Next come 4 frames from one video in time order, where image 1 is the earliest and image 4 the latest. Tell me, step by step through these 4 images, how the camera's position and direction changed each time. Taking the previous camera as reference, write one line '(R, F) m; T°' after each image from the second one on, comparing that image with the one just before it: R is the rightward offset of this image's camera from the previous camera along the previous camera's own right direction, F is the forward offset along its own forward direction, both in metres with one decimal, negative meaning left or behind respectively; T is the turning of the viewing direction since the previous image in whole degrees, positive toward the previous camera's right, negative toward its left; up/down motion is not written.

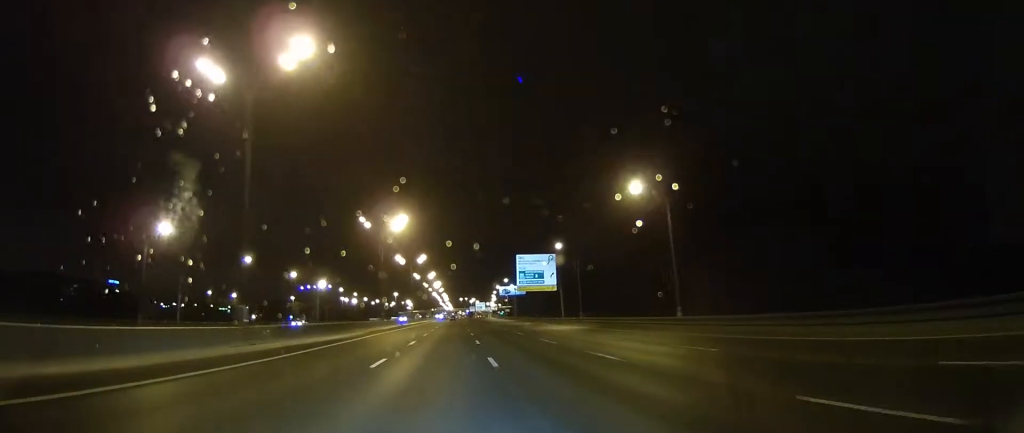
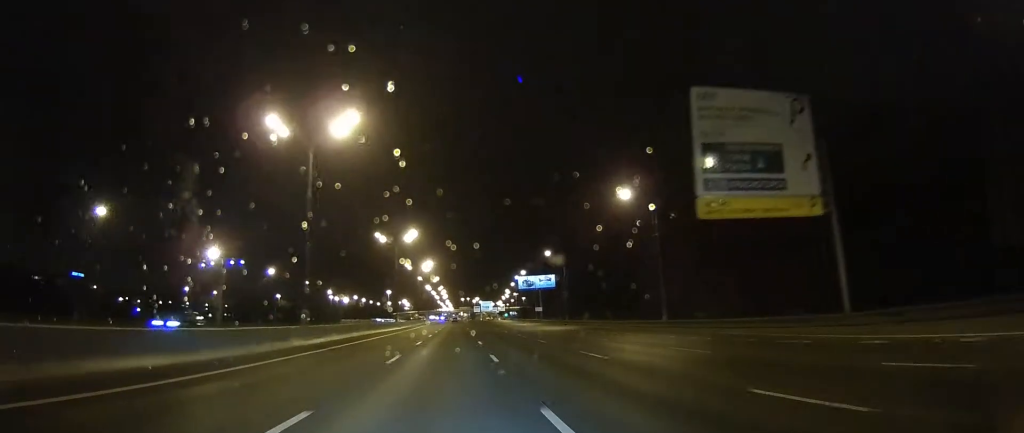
(-0.4, +70.2) m; -2°
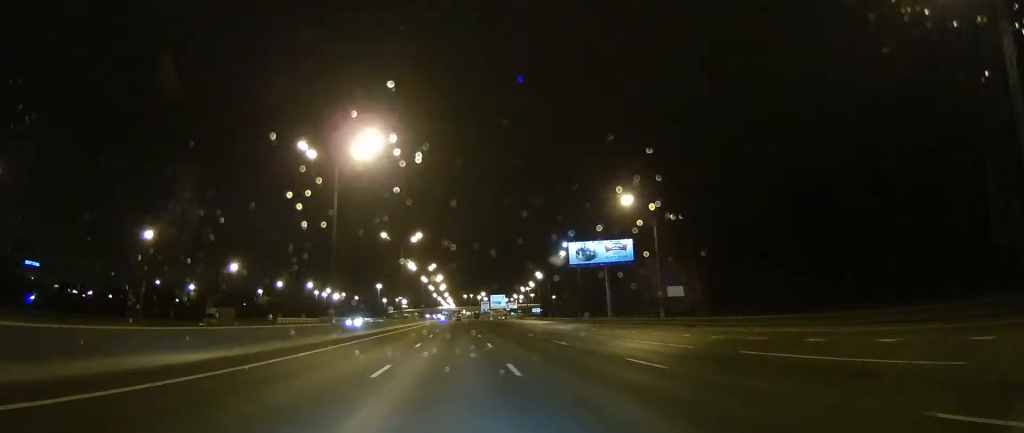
(+2.5, +76.2) m; +2°
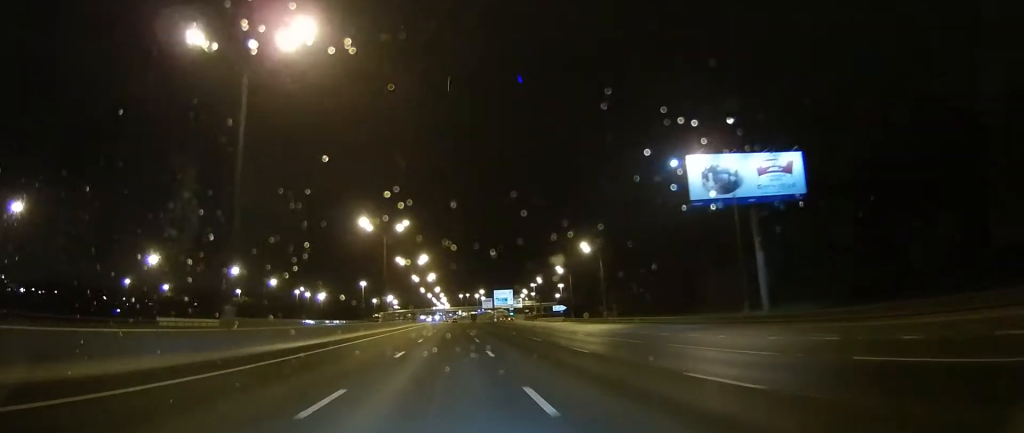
(-0.8, +53.0) m; 0°
